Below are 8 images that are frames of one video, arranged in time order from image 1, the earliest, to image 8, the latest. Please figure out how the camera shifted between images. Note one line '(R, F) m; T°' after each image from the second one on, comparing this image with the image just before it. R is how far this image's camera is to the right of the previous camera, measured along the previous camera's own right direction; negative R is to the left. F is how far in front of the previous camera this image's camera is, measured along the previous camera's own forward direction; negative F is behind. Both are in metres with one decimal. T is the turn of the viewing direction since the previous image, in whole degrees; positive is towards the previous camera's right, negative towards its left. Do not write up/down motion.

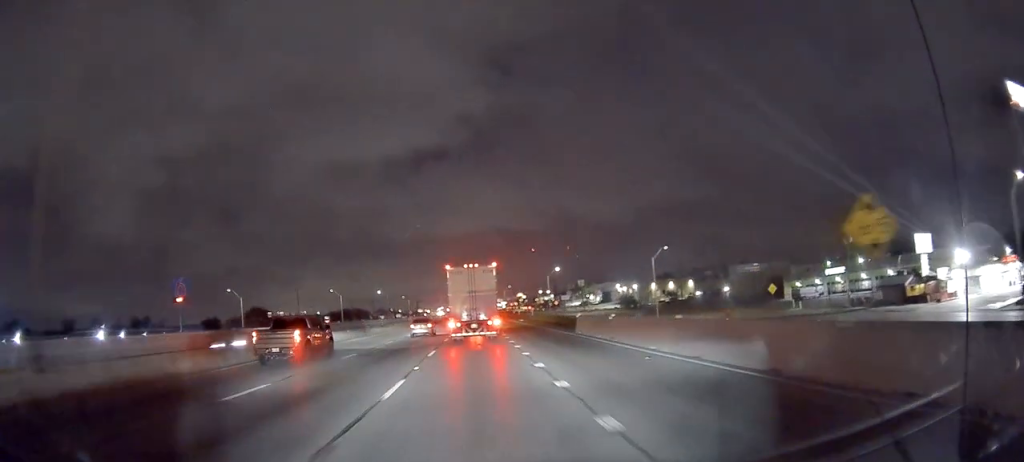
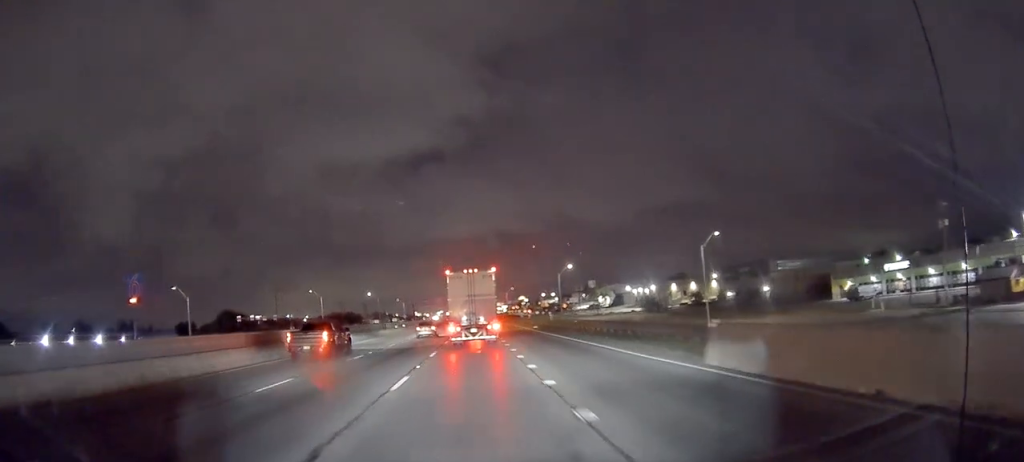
(0.0, +22.1) m; +1°
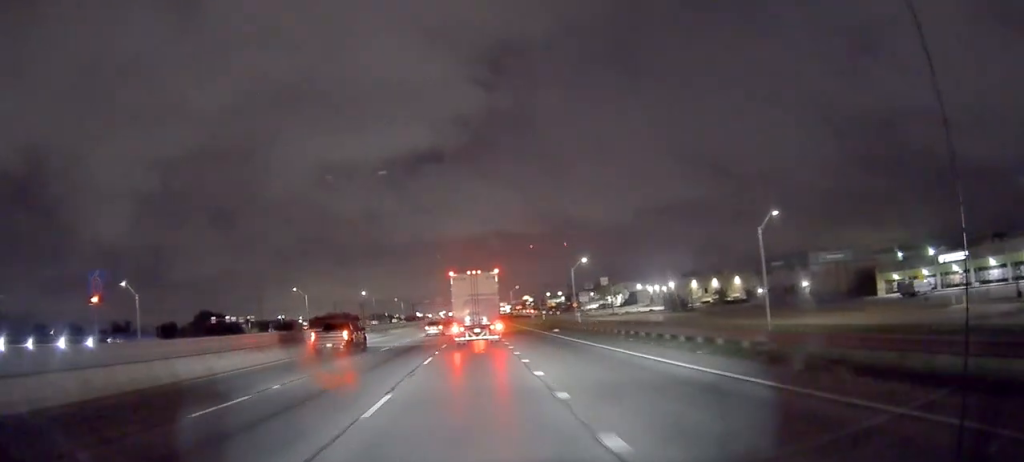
(+0.2, +15.8) m; +1°
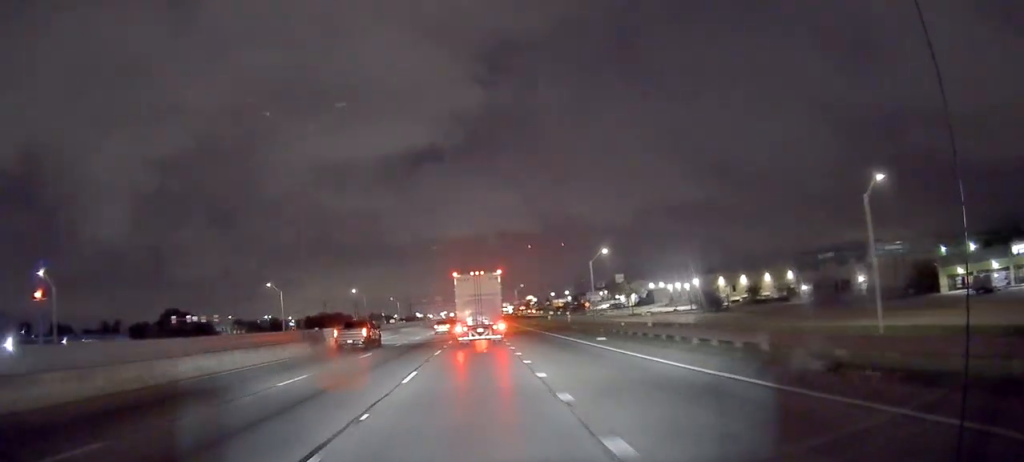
(0.0, +18.2) m; 0°
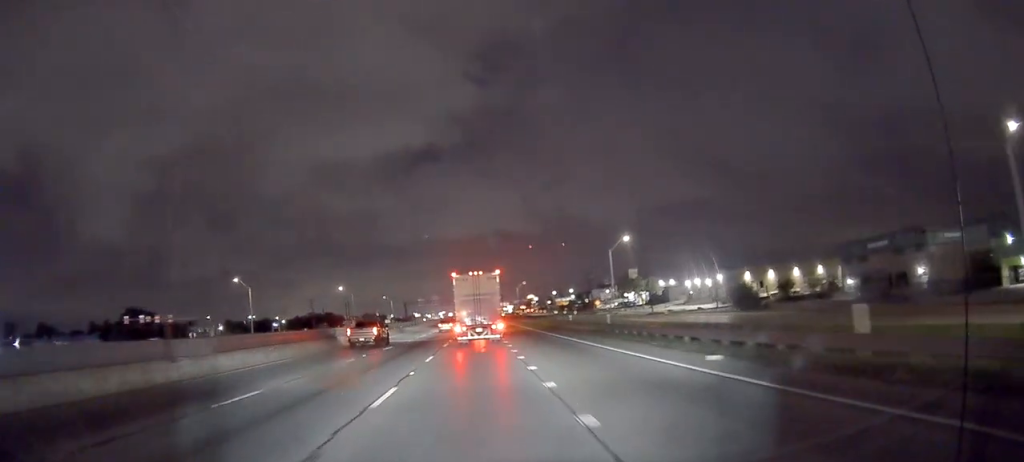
(0.0, +15.7) m; -2°
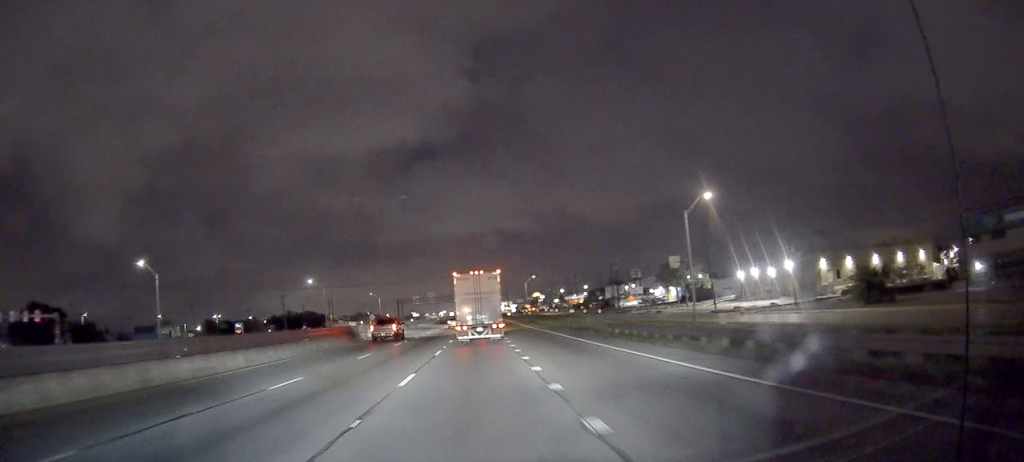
(-1.0, +31.2) m; -1°
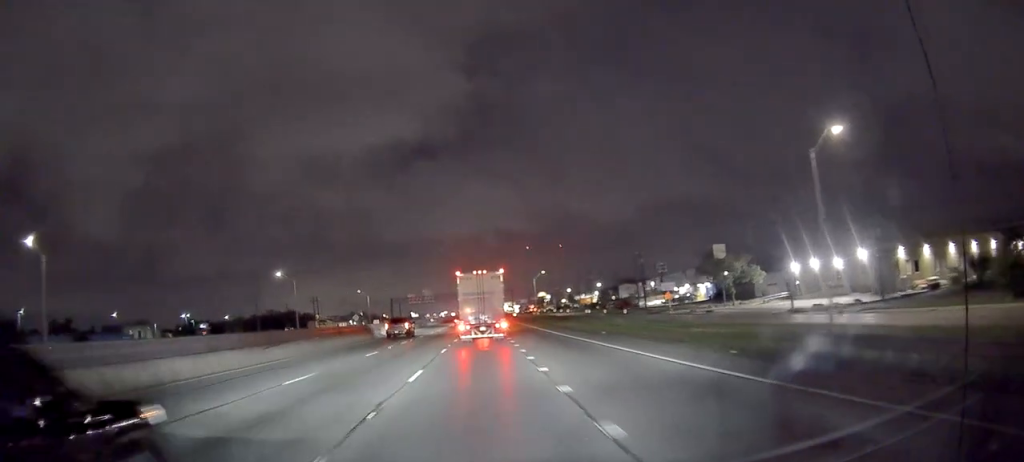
(+0.7, +22.9) m; +2°
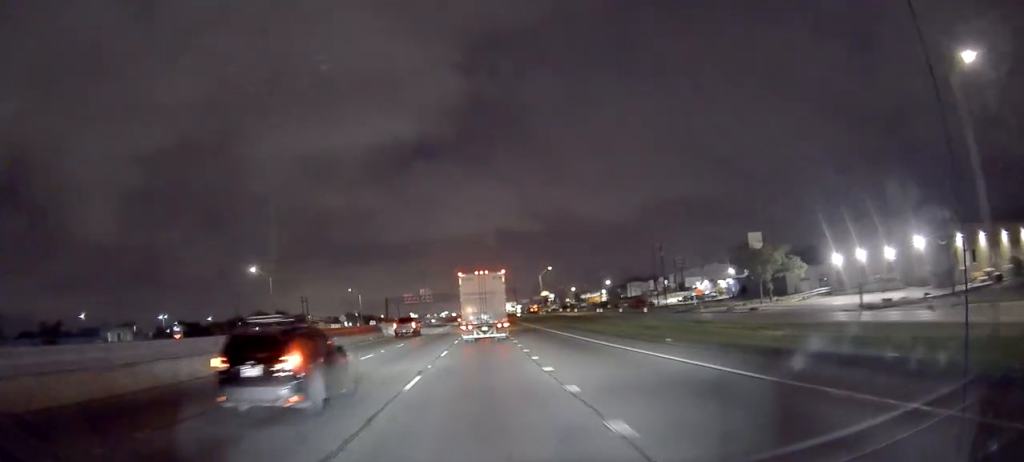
(0.0, +13.7) m; 0°
